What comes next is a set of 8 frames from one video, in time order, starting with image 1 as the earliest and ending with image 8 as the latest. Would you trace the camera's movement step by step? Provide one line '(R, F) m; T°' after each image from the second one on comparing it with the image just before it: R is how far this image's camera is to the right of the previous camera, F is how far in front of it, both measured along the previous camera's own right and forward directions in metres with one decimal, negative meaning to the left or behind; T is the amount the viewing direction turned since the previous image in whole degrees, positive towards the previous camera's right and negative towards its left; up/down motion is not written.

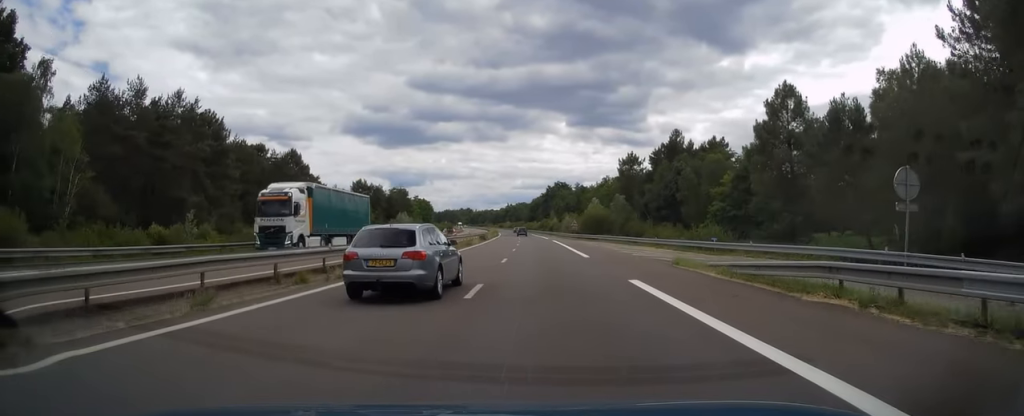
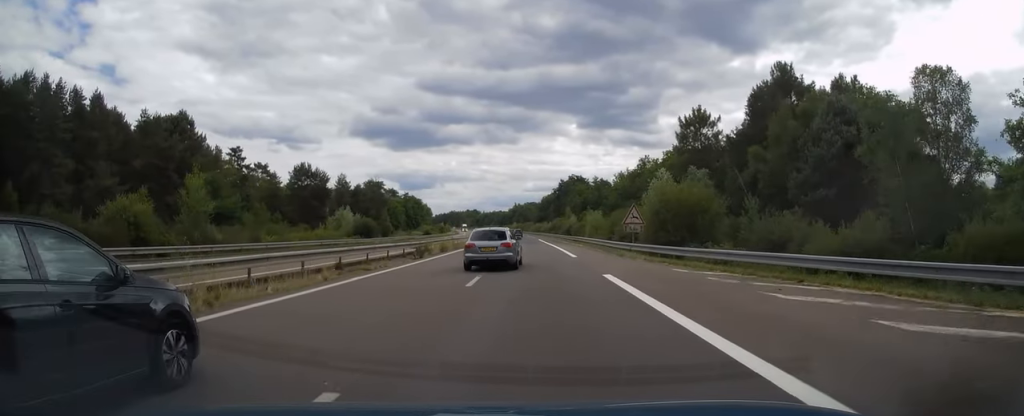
(-0.4, +49.1) m; -1°
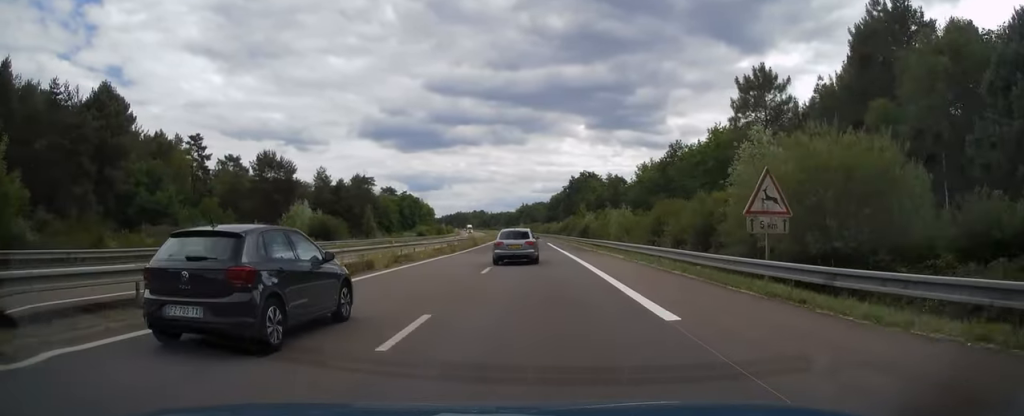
(0.0, +21.0) m; 0°
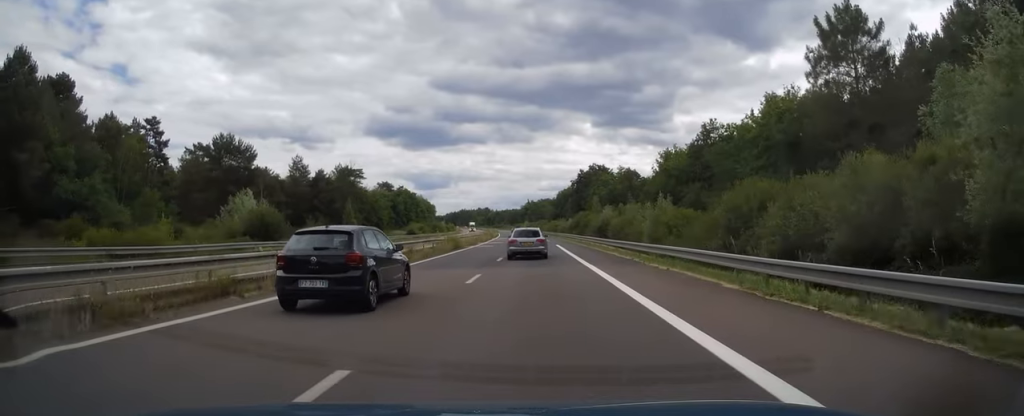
(-0.1, +17.2) m; 0°
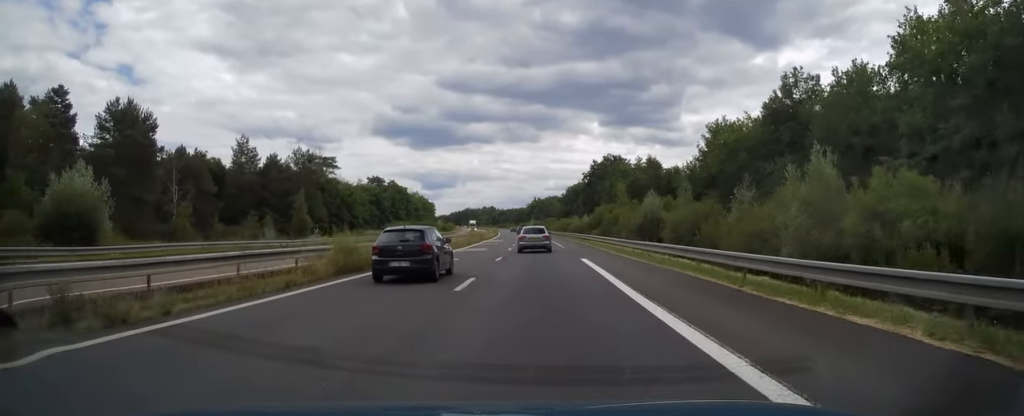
(-0.2, +26.6) m; -1°
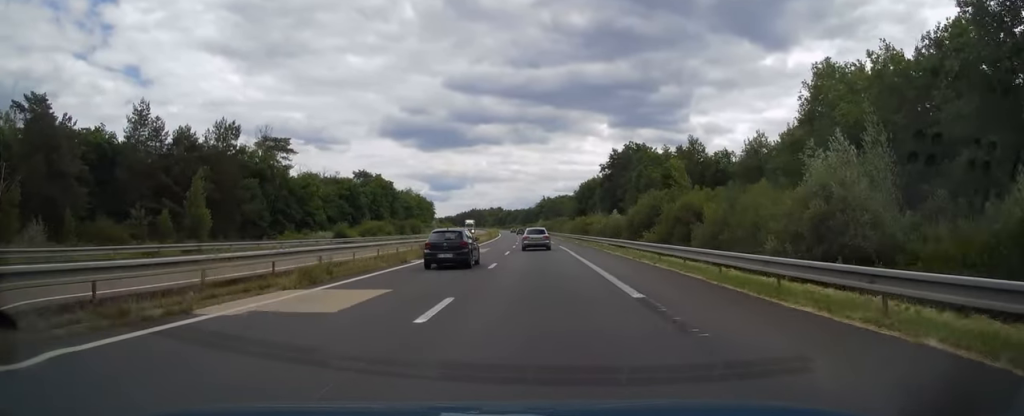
(-0.3, +30.0) m; -1°
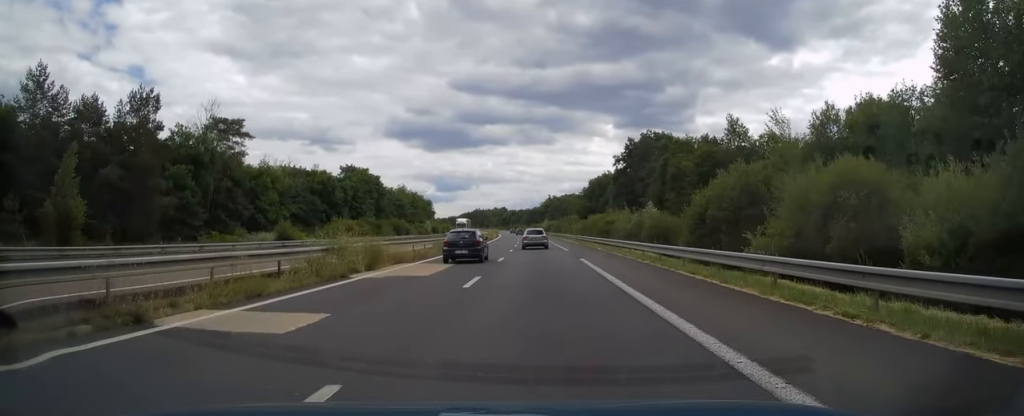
(-0.1, +19.7) m; -1°
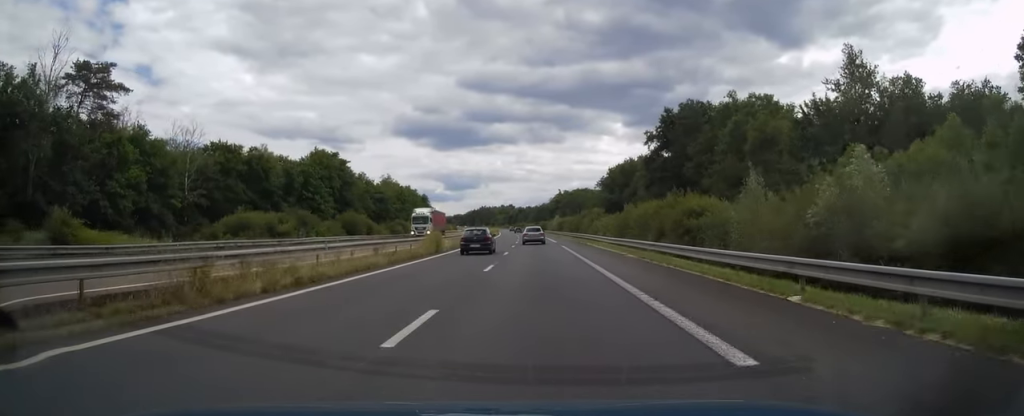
(-0.2, +33.0) m; -1°
